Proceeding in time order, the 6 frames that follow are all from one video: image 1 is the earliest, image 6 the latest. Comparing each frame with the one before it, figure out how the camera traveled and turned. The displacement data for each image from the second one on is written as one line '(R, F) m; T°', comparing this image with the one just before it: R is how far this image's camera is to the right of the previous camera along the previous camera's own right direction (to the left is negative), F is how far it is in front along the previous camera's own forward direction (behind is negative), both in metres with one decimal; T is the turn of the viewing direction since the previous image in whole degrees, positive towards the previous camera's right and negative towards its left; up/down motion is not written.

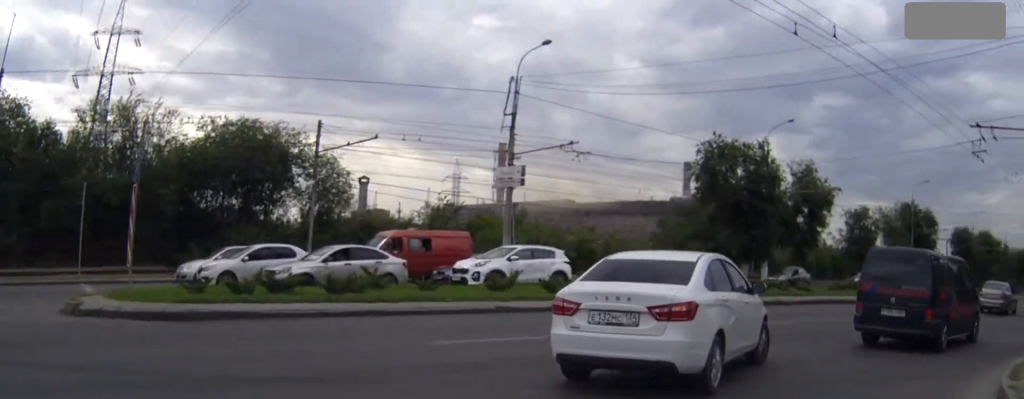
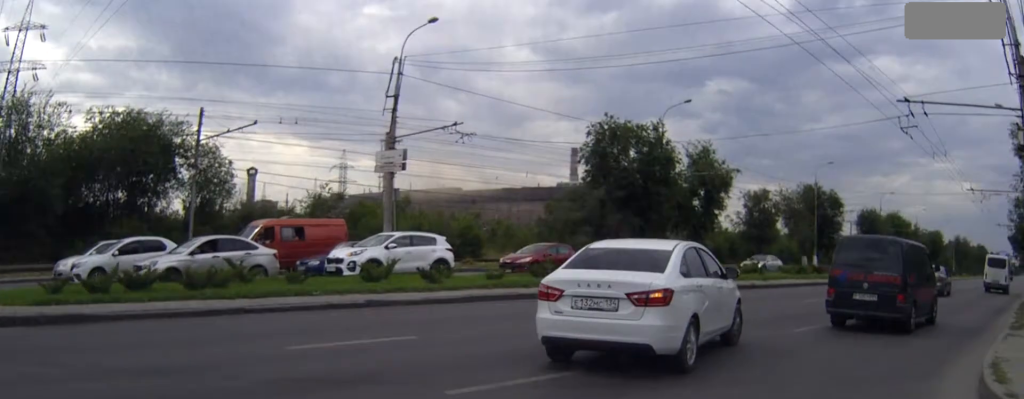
(-0.1, +2.1) m; +8°
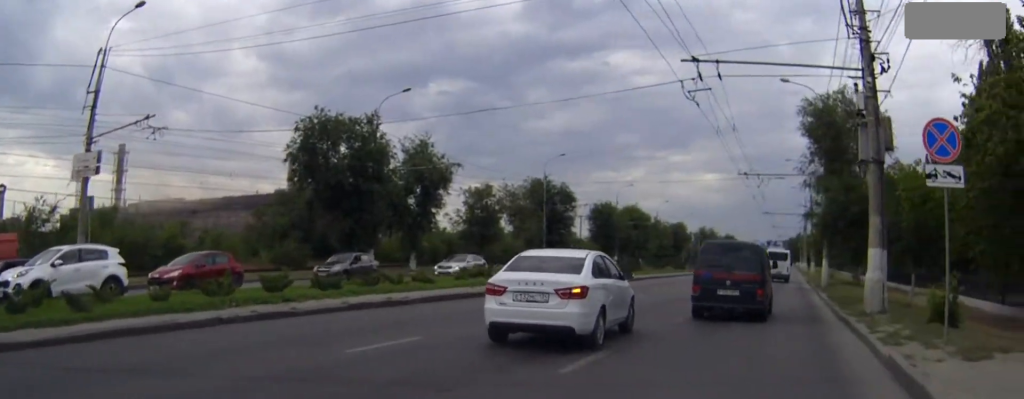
(+1.2, +4.7) m; +25°
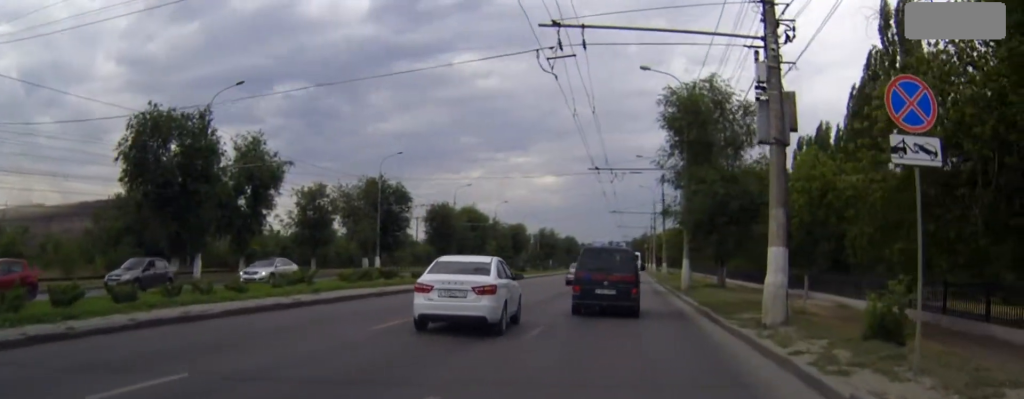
(+0.5, +3.0) m; +13°
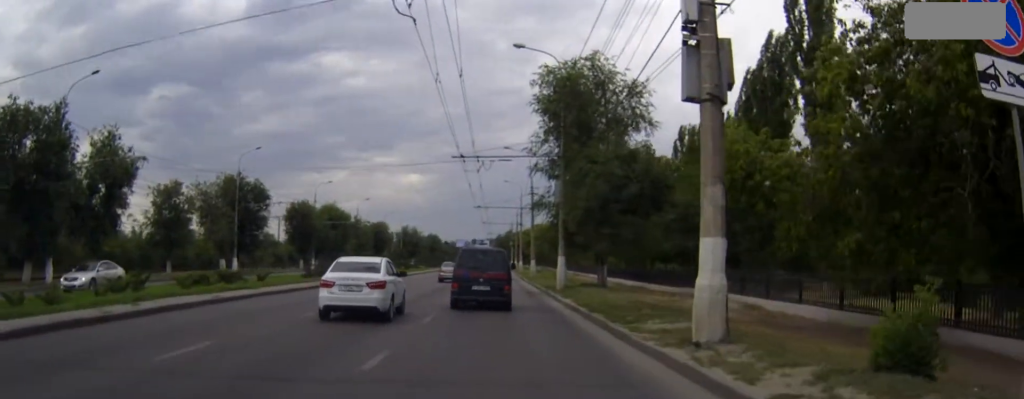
(+0.4, +3.3) m; +9°
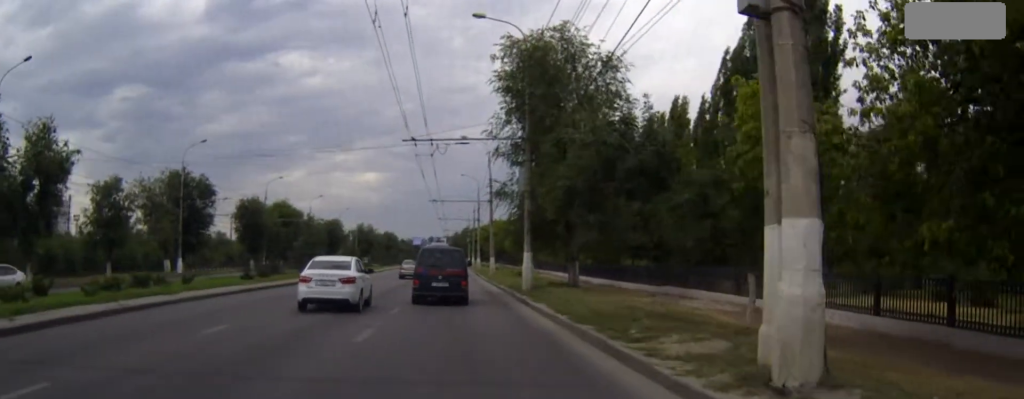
(+0.2, +3.4) m; +4°
